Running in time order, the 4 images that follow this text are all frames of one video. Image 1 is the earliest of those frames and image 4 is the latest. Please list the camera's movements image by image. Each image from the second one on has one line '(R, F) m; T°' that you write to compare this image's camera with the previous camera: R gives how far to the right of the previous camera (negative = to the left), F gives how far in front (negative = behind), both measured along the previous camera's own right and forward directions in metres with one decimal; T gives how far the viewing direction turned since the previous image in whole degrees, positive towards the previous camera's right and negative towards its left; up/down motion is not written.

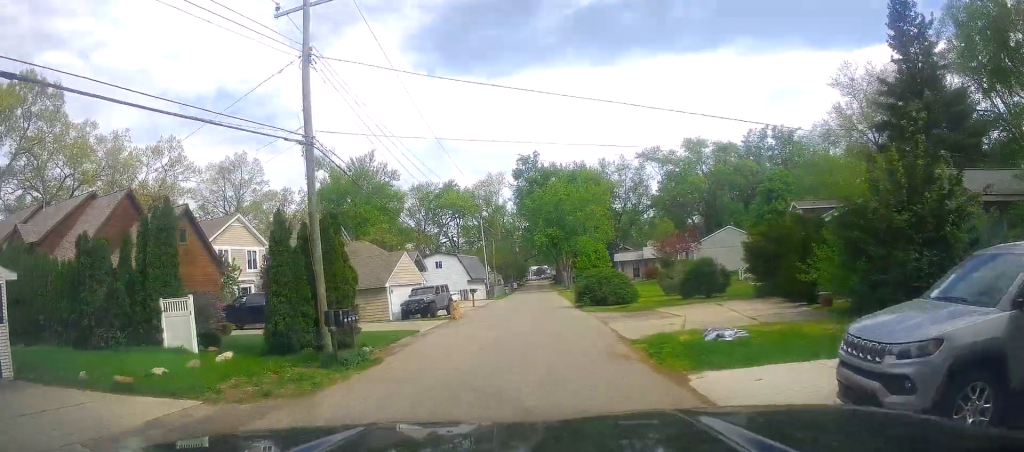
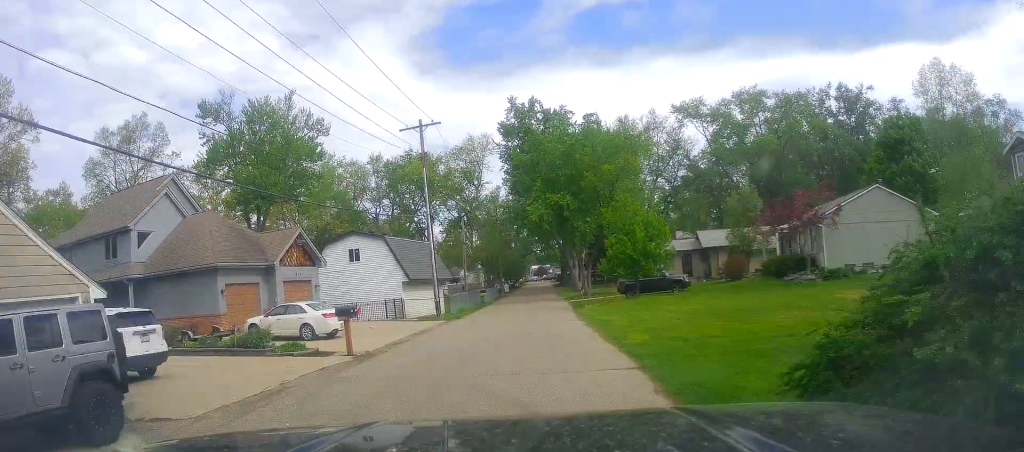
(-0.2, +29.7) m; -3°
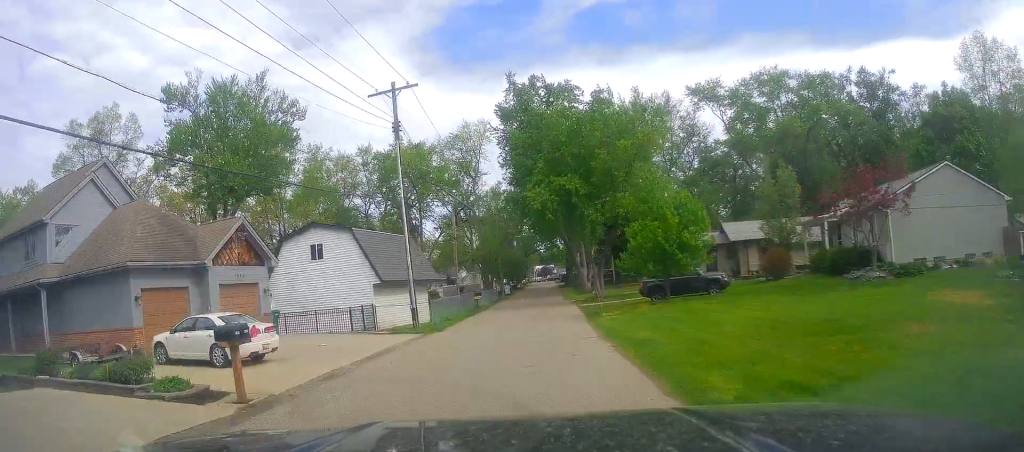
(-0.1, +6.6) m; +3°
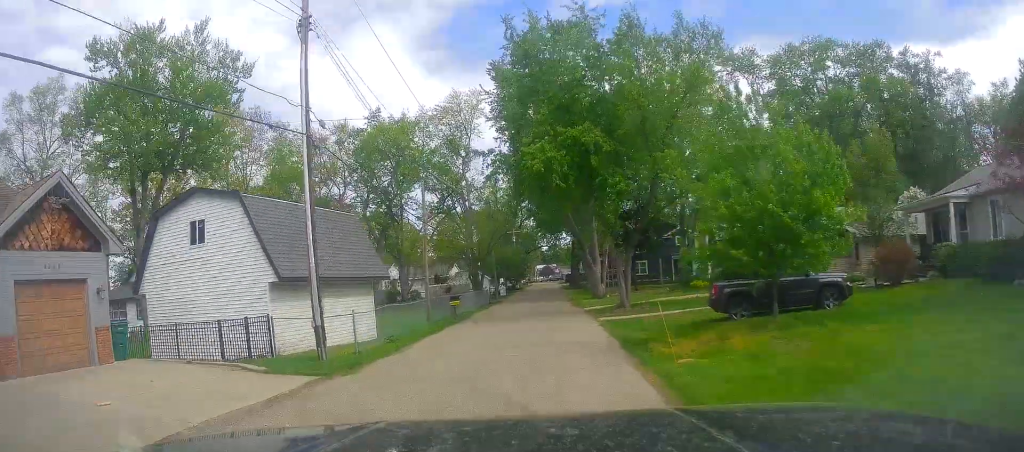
(+0.8, +11.5) m; 0°
